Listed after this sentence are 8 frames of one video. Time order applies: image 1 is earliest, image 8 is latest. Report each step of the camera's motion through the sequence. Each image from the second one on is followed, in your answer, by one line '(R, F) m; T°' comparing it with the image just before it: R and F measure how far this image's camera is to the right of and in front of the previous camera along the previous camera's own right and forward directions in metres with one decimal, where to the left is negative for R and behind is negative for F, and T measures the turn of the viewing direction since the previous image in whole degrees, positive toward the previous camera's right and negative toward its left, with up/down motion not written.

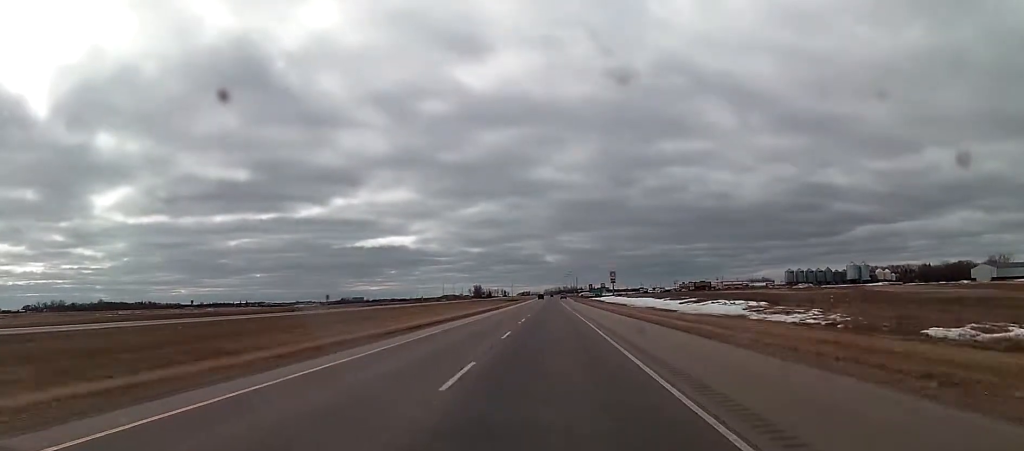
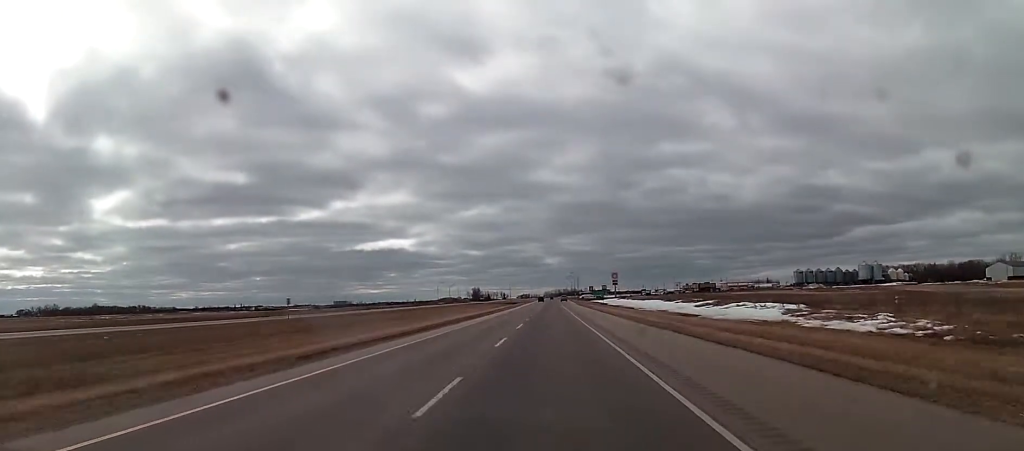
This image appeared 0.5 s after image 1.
(0.0, +14.9) m; 0°
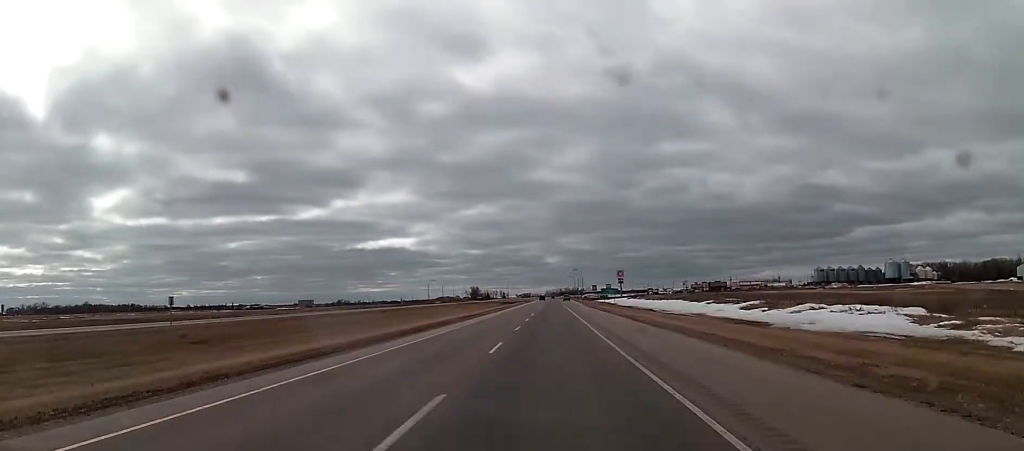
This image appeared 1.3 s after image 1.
(+0.1, +27.6) m; 0°
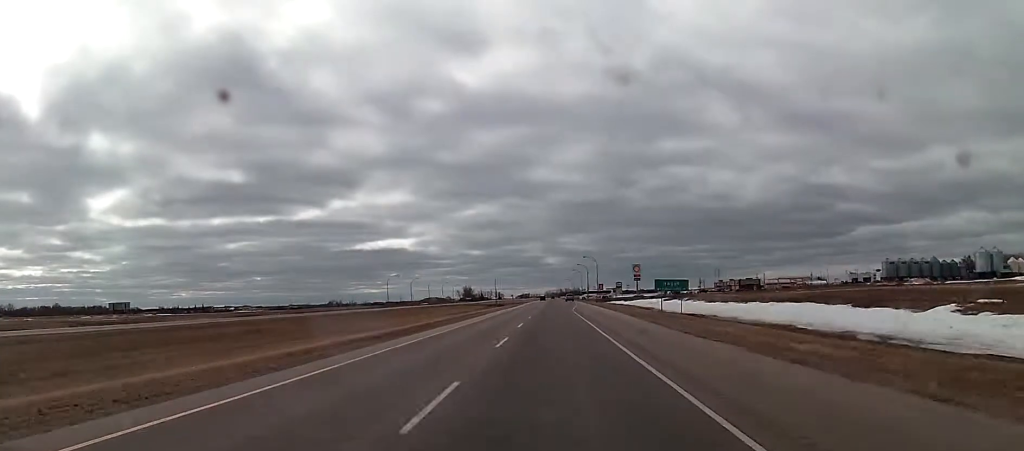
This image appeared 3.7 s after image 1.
(-0.2, +74.1) m; -1°
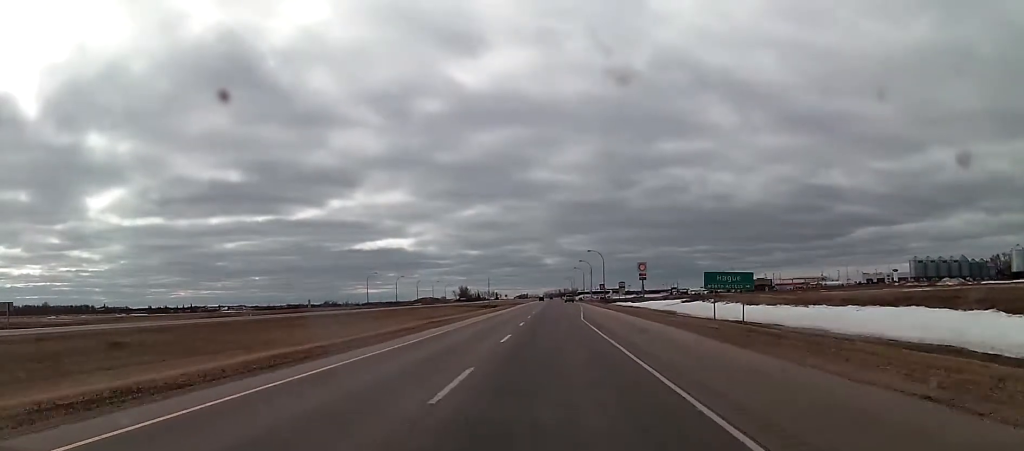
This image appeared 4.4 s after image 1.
(-0.2, +23.2) m; 0°
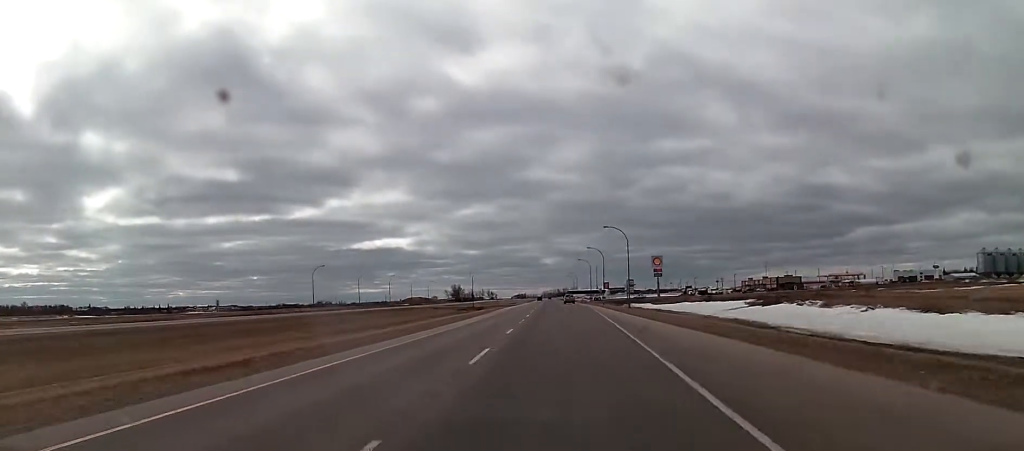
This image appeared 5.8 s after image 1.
(+0.7, +45.3) m; +1°
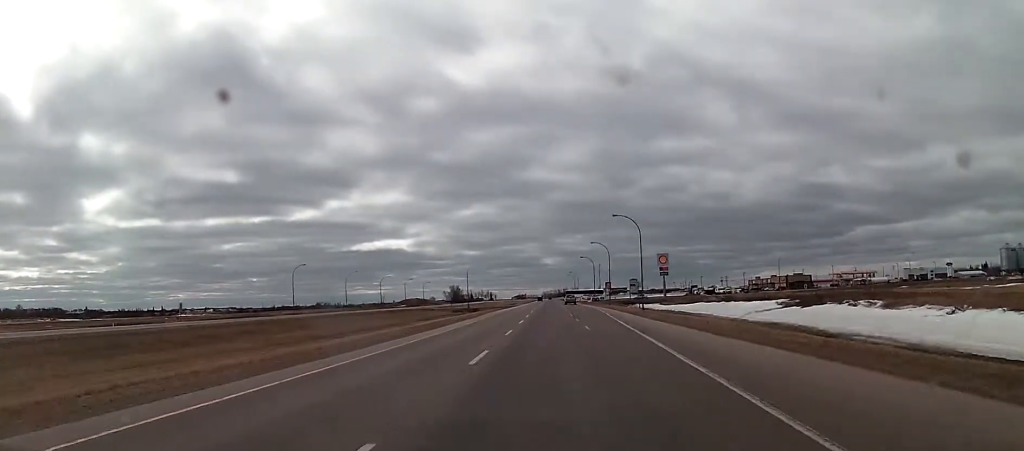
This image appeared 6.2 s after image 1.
(+0.2, +12.7) m; 0°
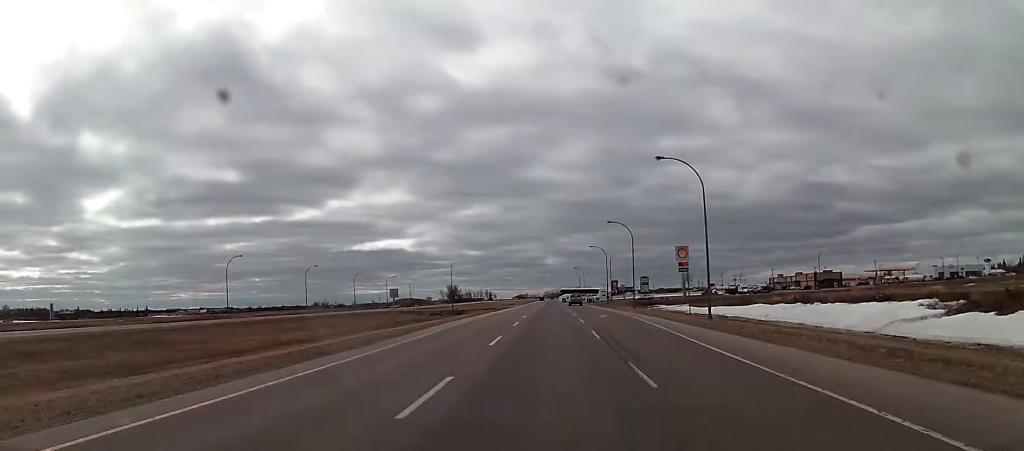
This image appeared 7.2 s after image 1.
(-0.2, +31.7) m; 0°
